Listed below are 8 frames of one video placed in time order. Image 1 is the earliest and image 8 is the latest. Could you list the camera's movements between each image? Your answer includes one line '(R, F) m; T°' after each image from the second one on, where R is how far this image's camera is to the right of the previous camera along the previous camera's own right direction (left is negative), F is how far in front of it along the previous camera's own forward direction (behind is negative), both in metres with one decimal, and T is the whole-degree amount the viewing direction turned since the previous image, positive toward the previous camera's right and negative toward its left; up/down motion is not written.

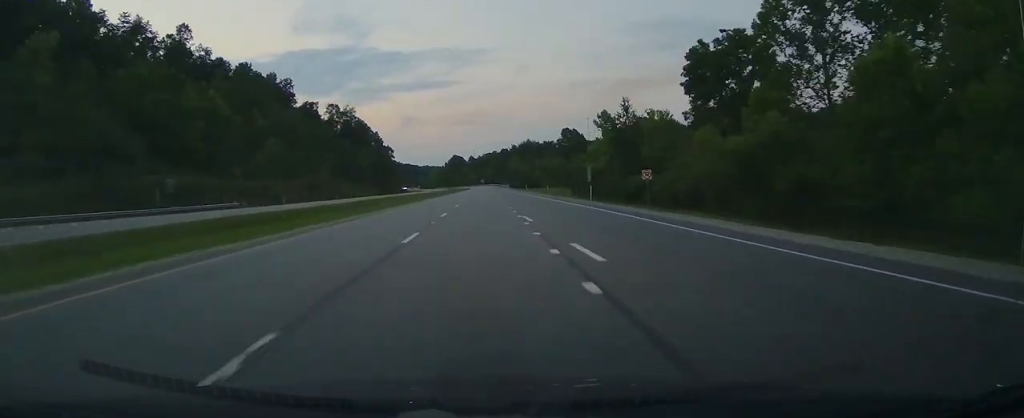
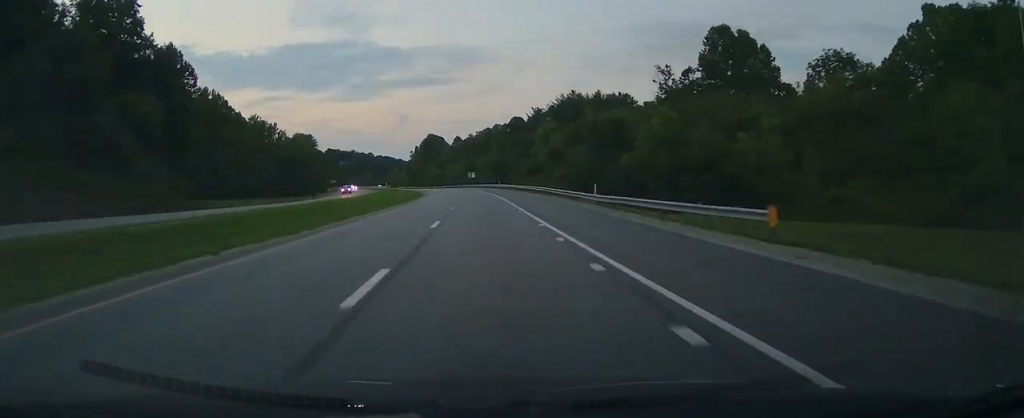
(+5.3, +190.5) m; -2°
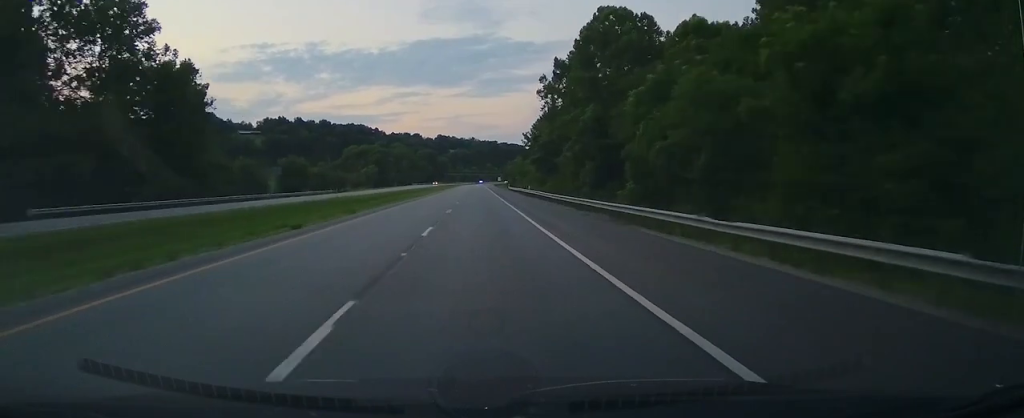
(-20.8, +212.3) m; -8°
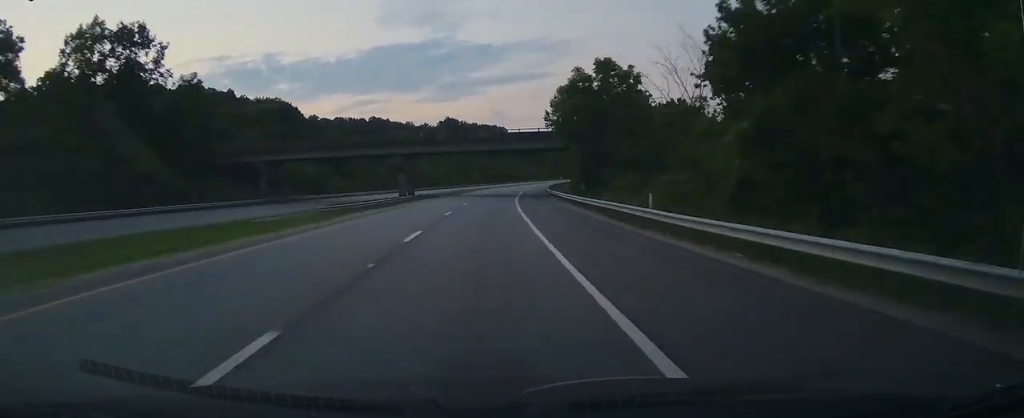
(+4.1, +270.4) m; +7°
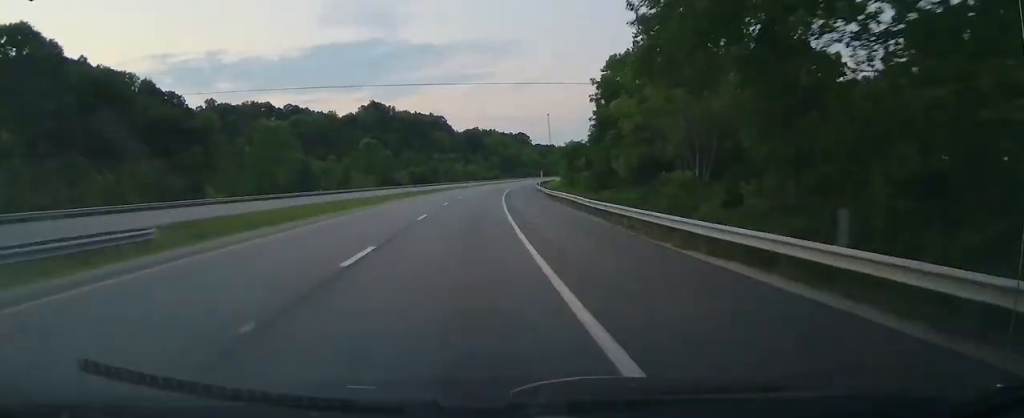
(+0.2, +77.5) m; +5°
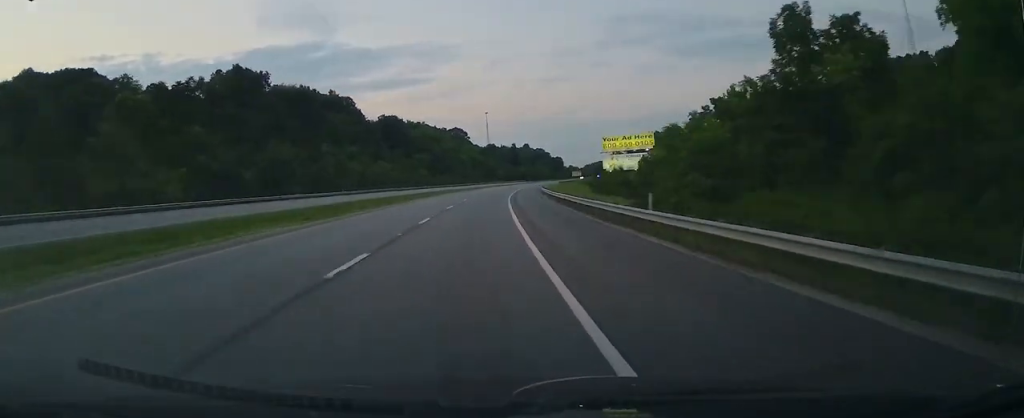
(+8.8, +110.6) m; +8°
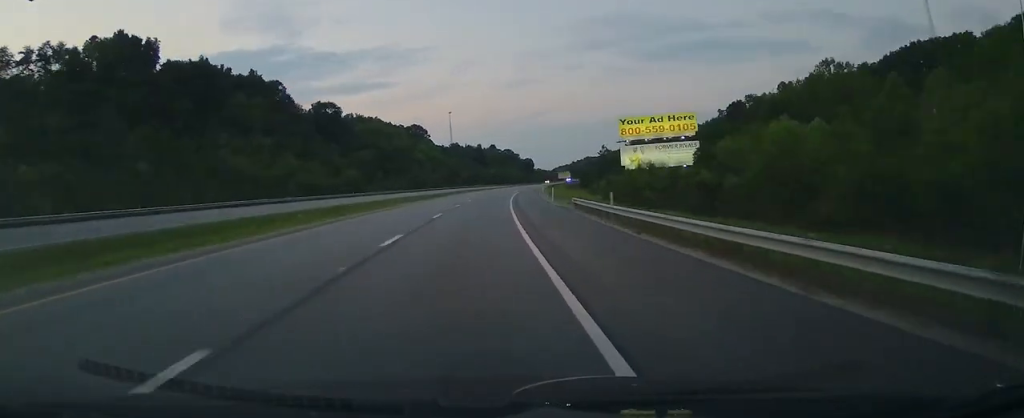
(+2.4, +55.6) m; +4°
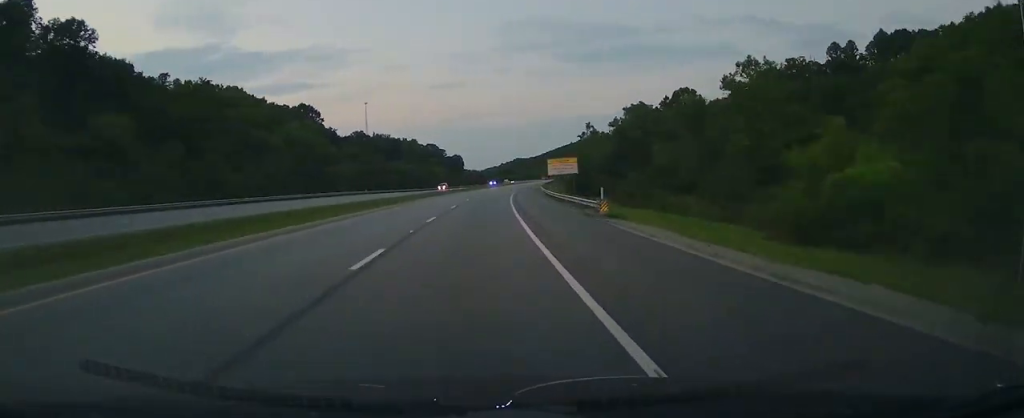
(+5.5, +112.1) m; +7°
